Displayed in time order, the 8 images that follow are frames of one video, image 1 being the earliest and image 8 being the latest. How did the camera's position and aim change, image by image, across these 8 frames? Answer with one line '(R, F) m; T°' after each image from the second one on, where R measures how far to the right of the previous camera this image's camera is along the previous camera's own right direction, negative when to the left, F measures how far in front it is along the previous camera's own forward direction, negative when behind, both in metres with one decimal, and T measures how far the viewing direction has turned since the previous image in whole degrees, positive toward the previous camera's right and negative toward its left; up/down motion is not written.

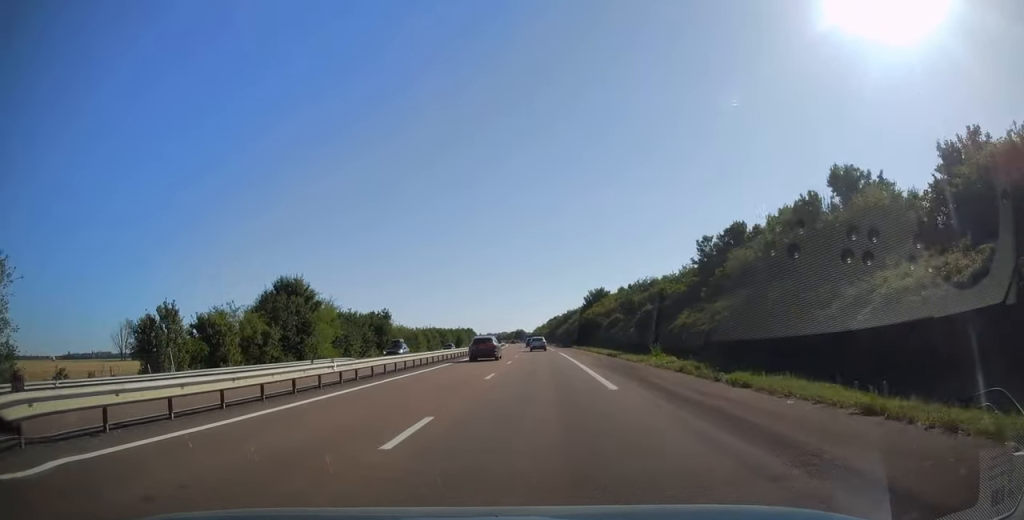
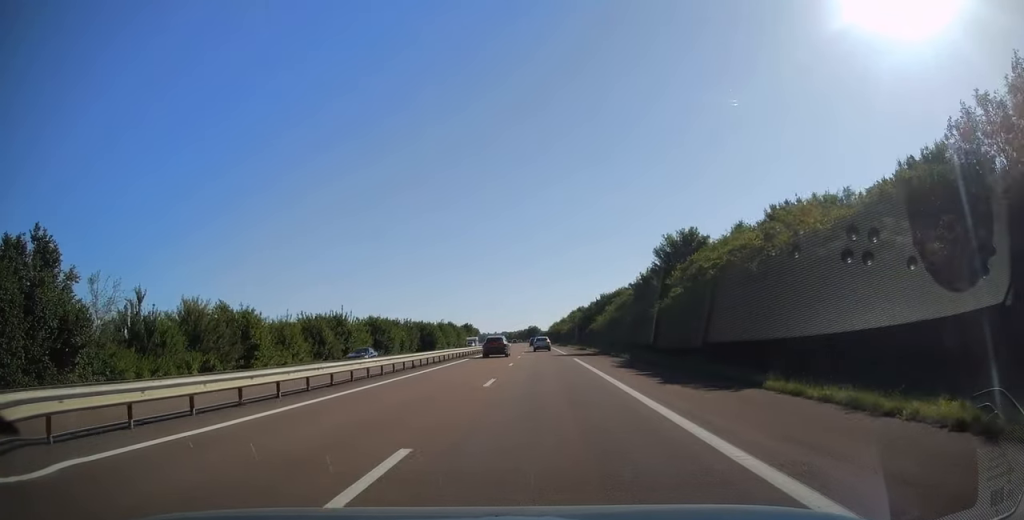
(-1.1, +67.9) m; -2°
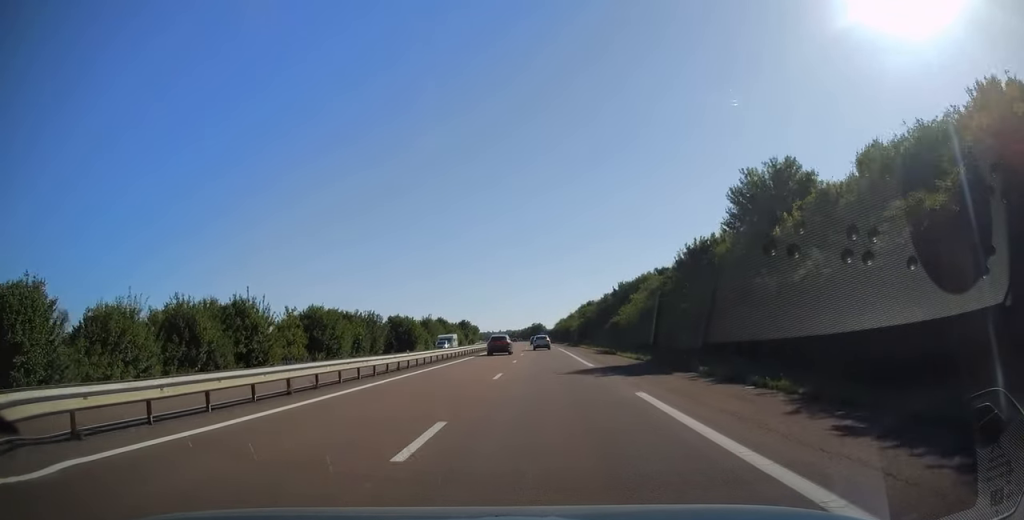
(0.0, +23.7) m; 0°
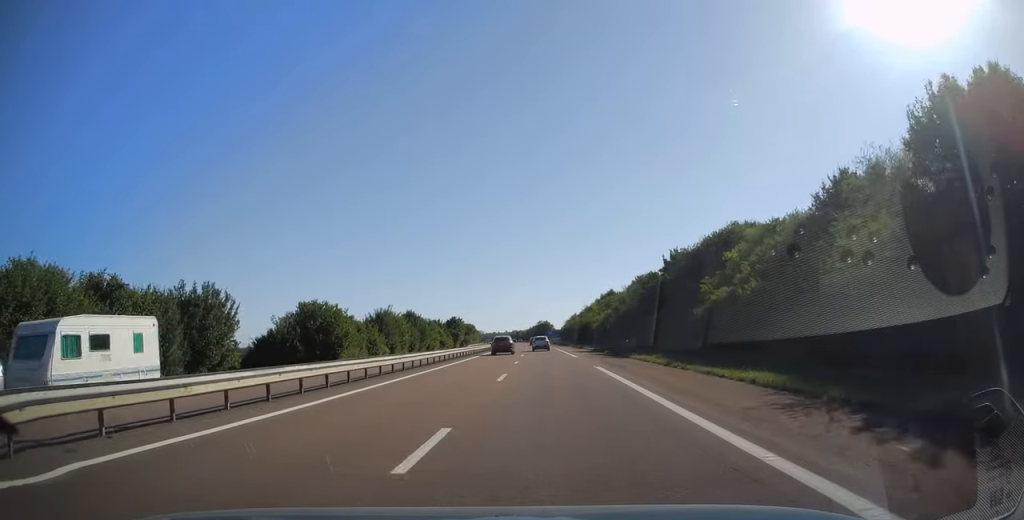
(-0.4, +39.7) m; -1°
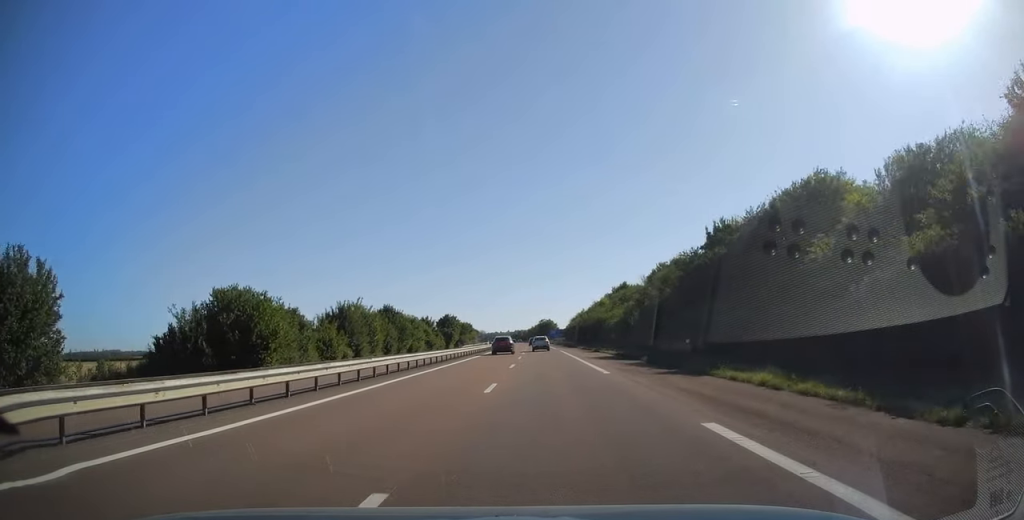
(-0.1, +17.0) m; 0°
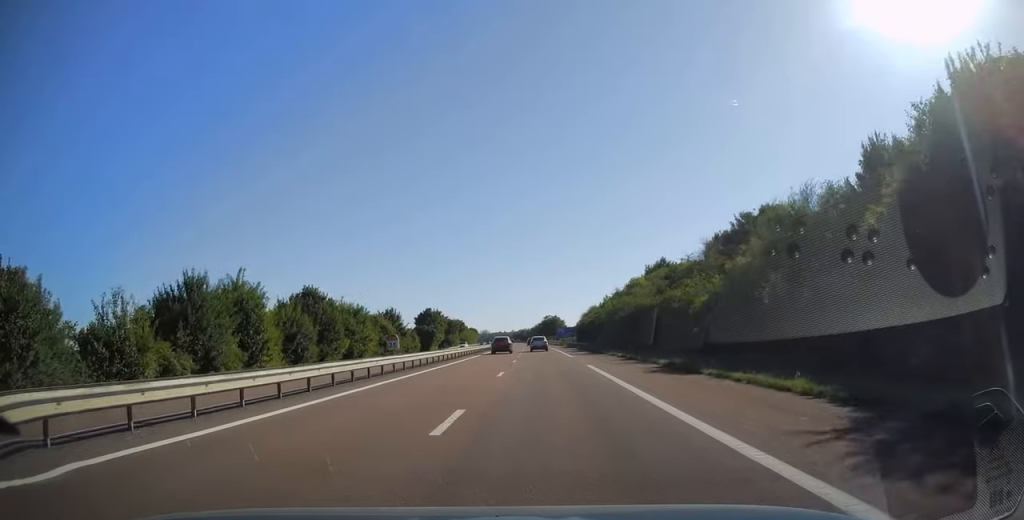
(-0.1, +32.4) m; 0°
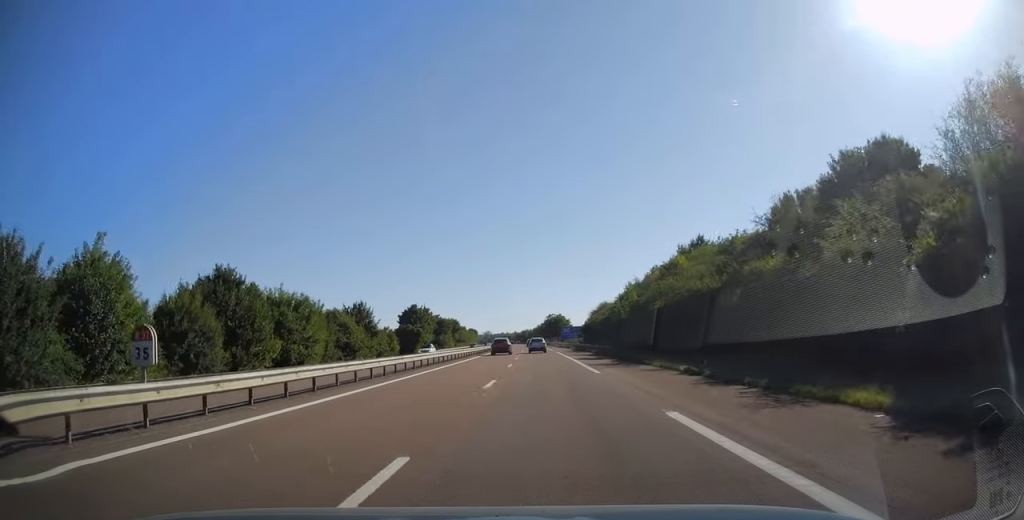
(0.0, +17.5) m; 0°
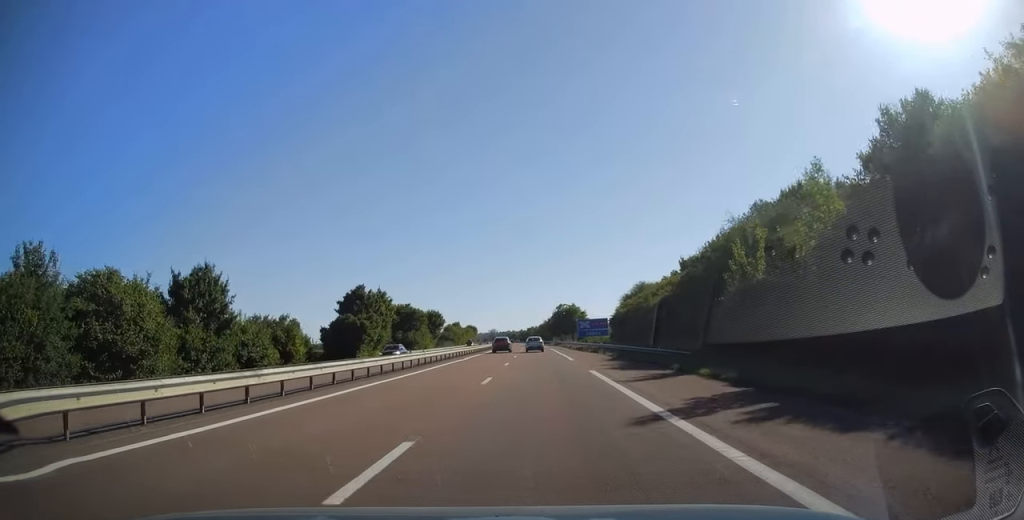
(-0.1, +38.0) m; 0°
